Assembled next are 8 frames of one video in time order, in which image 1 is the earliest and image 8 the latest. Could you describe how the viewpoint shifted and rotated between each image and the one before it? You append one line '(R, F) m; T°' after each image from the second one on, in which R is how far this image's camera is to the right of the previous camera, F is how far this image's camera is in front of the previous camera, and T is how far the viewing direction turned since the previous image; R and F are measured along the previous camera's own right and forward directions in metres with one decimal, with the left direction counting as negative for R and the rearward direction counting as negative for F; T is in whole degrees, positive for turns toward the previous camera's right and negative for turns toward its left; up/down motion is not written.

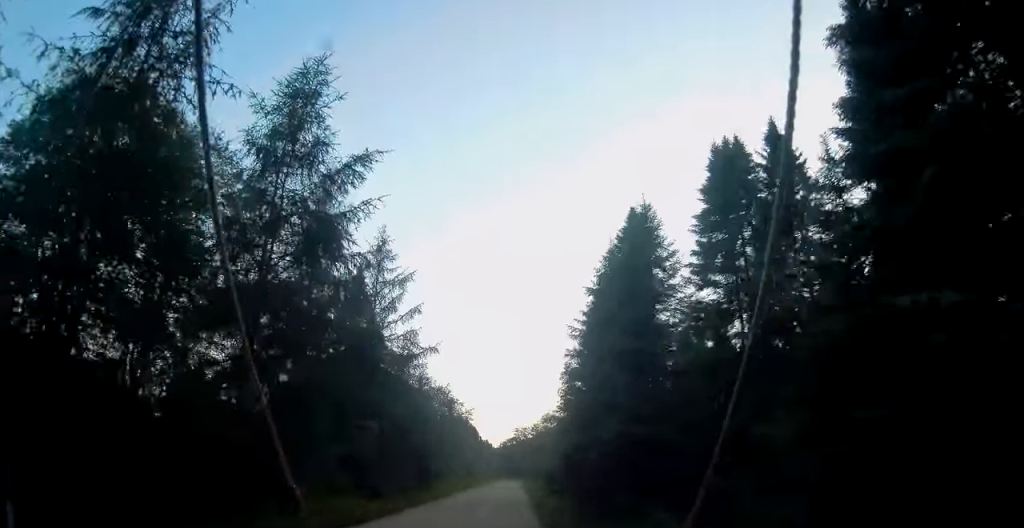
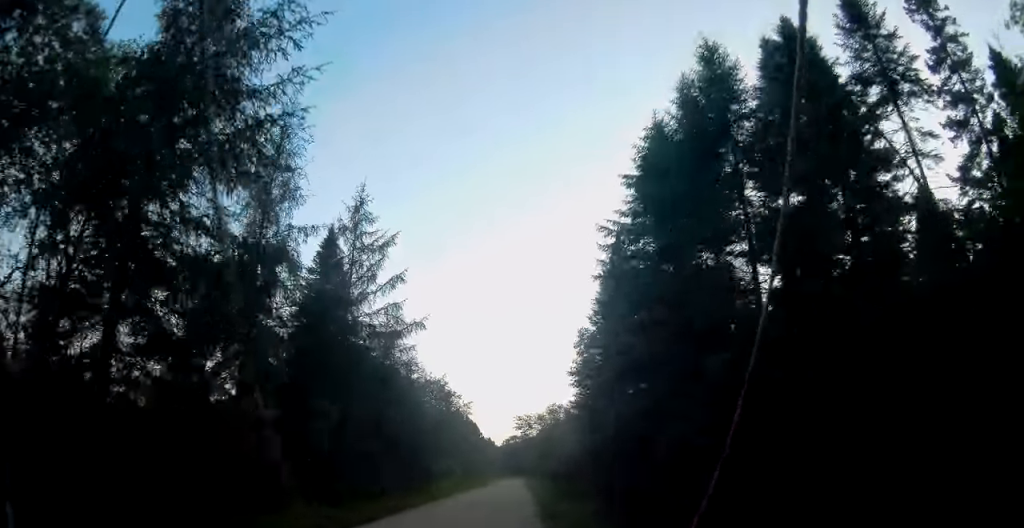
(+0.2, +4.9) m; -1°
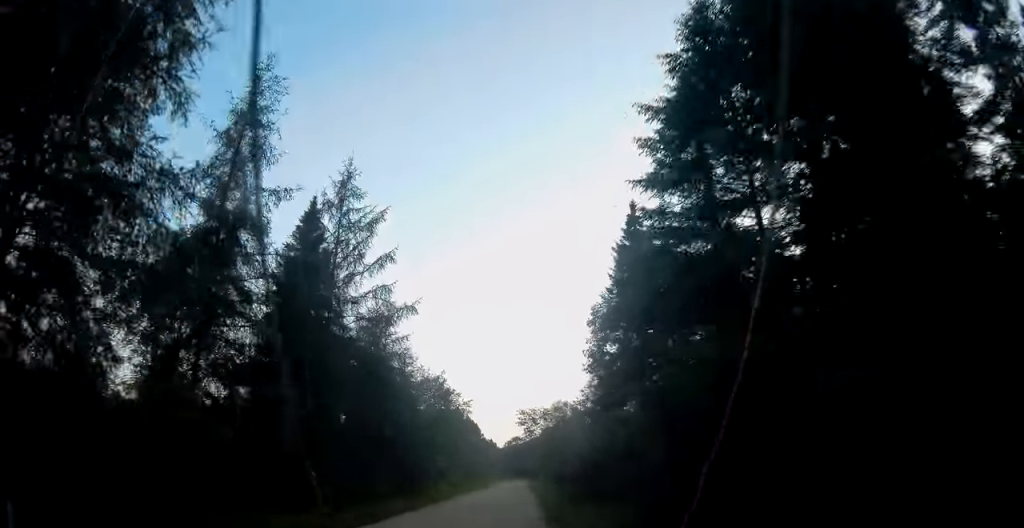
(-0.1, +3.1) m; -1°
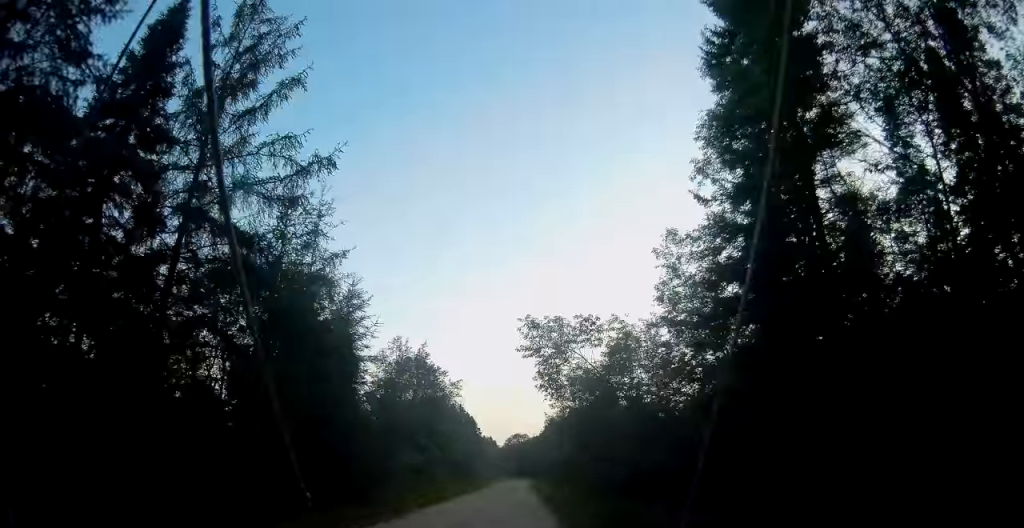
(-0.3, +12.8) m; -1°
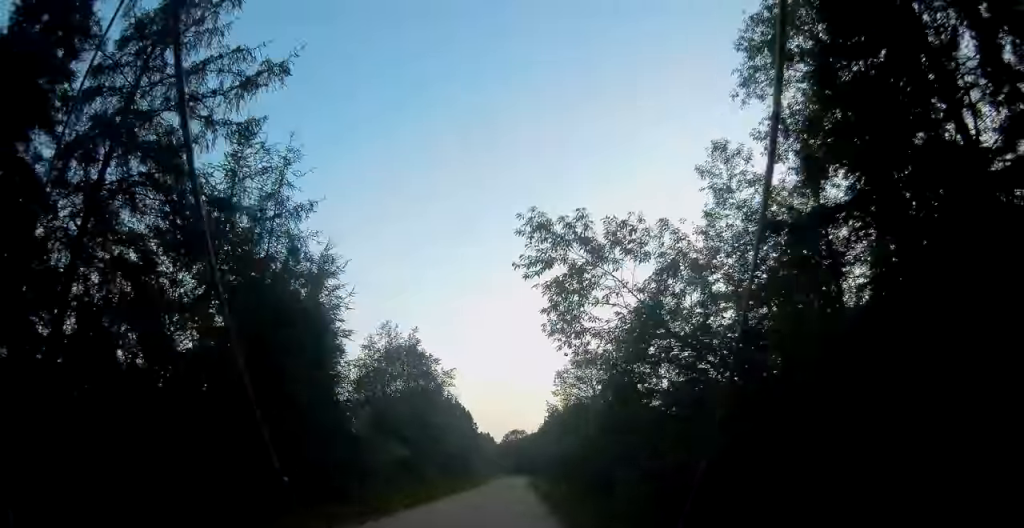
(0.0, +3.7) m; 0°
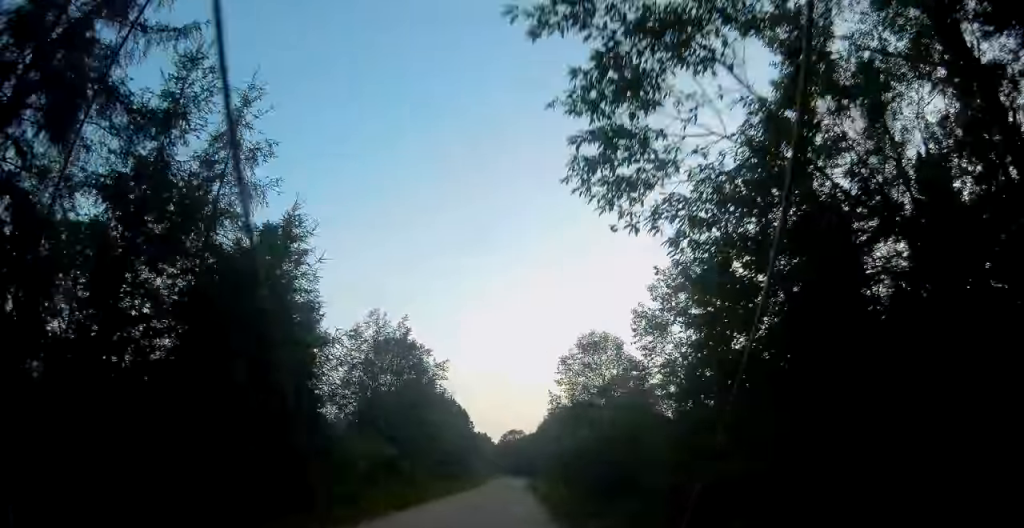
(0.0, +3.7) m; +1°
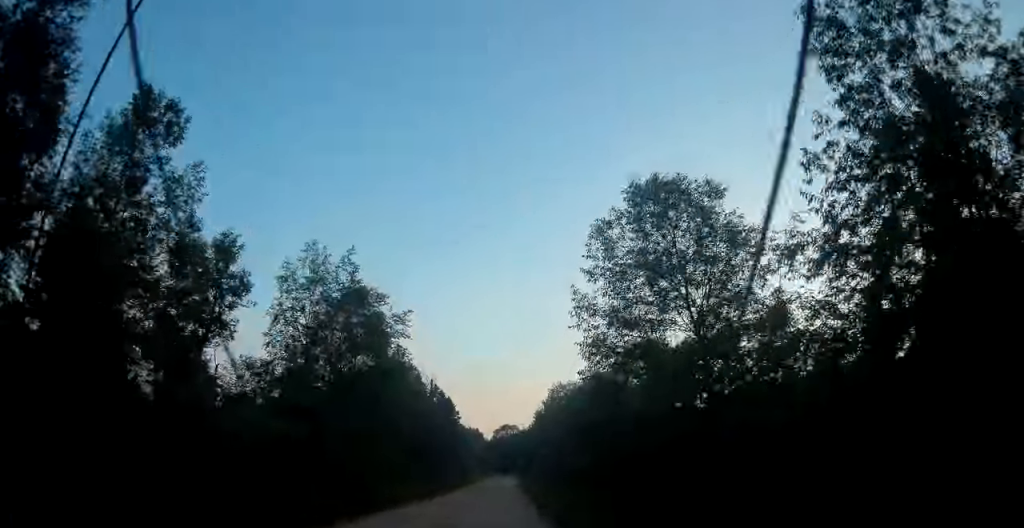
(+0.5, +12.8) m; +3°
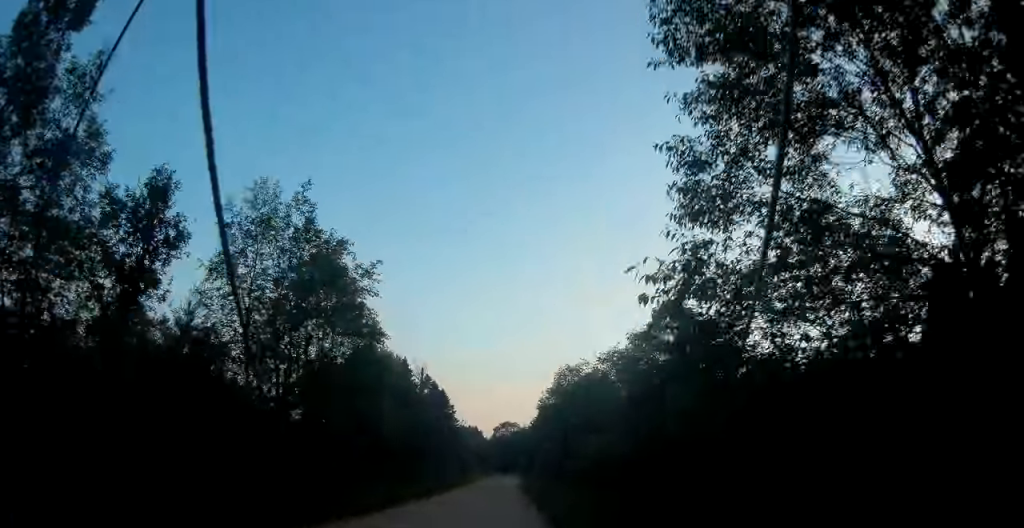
(-0.2, +7.2) m; -2°
